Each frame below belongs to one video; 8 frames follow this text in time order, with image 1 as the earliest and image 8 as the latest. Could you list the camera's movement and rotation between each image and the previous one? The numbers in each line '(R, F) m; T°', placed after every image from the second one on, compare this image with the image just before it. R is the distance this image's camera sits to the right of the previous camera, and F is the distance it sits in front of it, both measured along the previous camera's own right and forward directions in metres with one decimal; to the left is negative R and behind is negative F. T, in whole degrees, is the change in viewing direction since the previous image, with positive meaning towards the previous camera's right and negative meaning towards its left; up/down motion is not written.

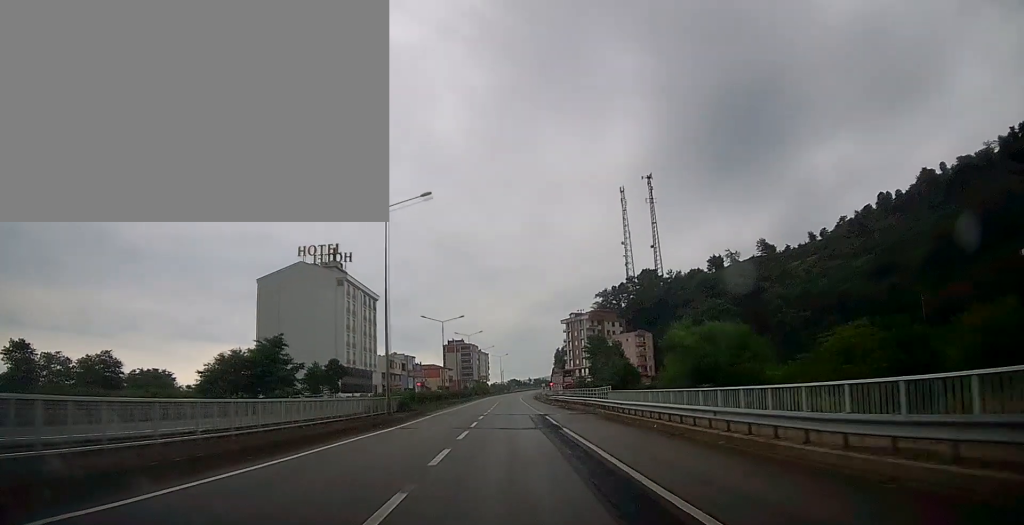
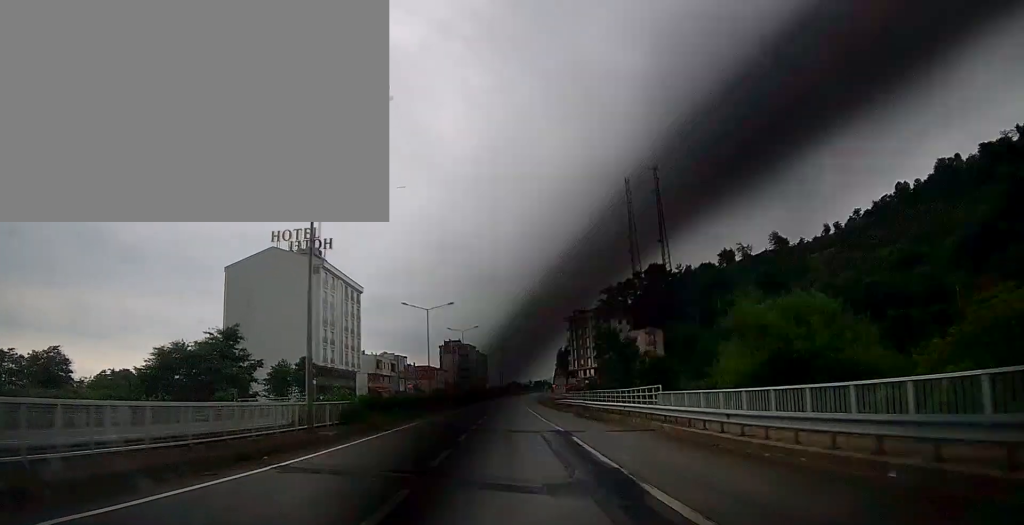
(+0.2, +12.8) m; 0°
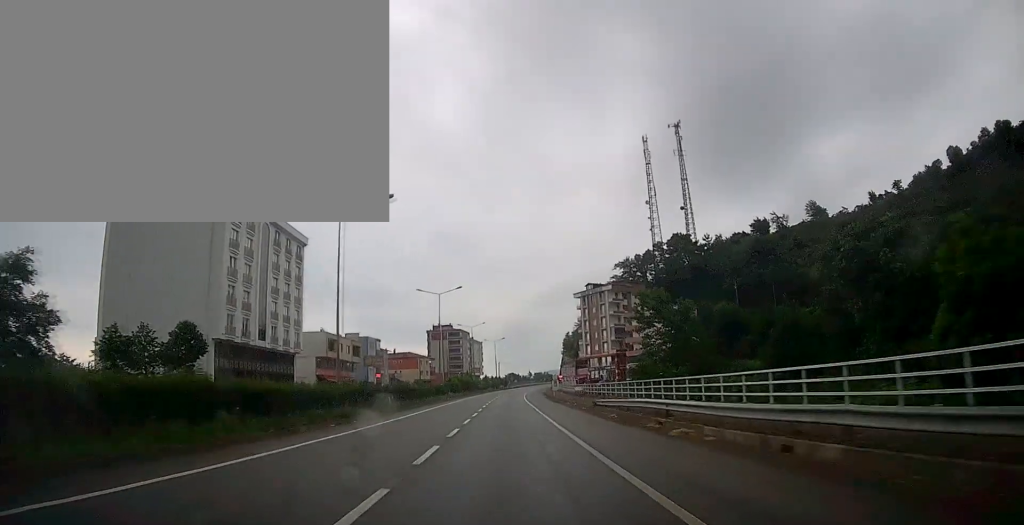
(+0.2, +31.2) m; 0°
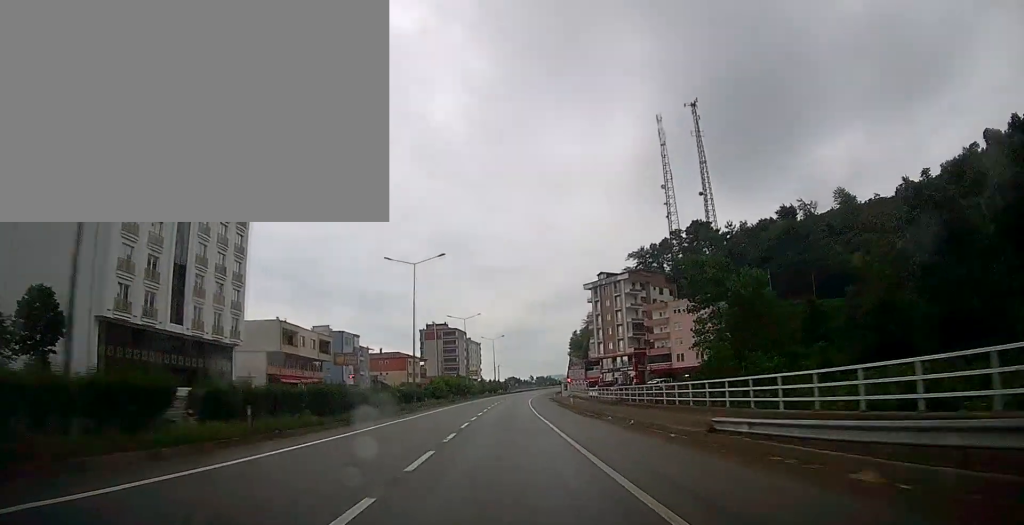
(-0.1, +18.6) m; 0°
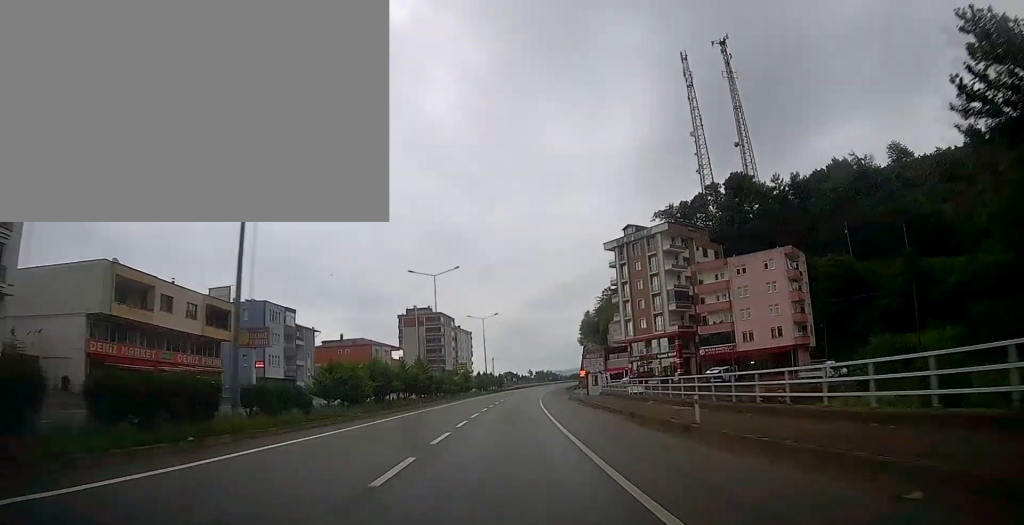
(+0.1, +32.4) m; 0°
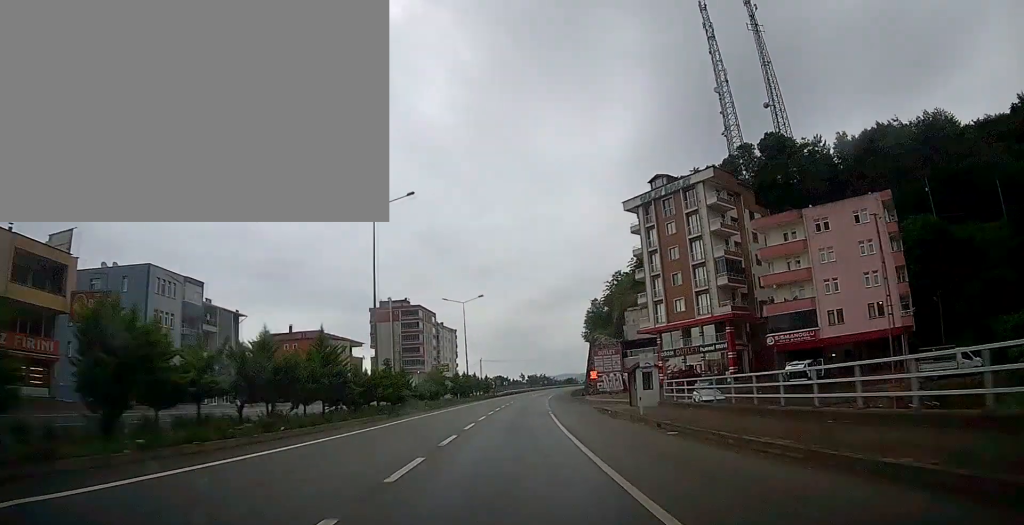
(+0.1, +23.7) m; +1°
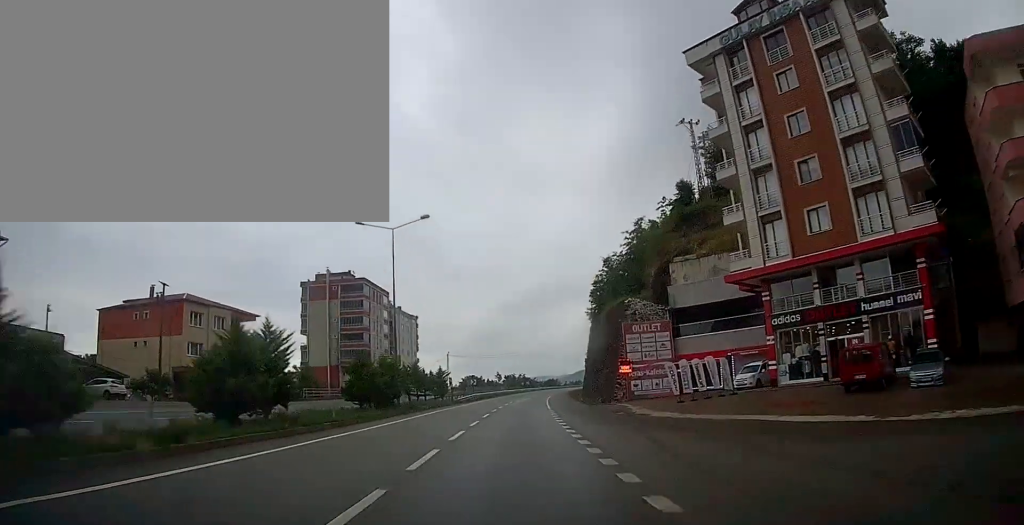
(+0.5, +34.8) m; +1°
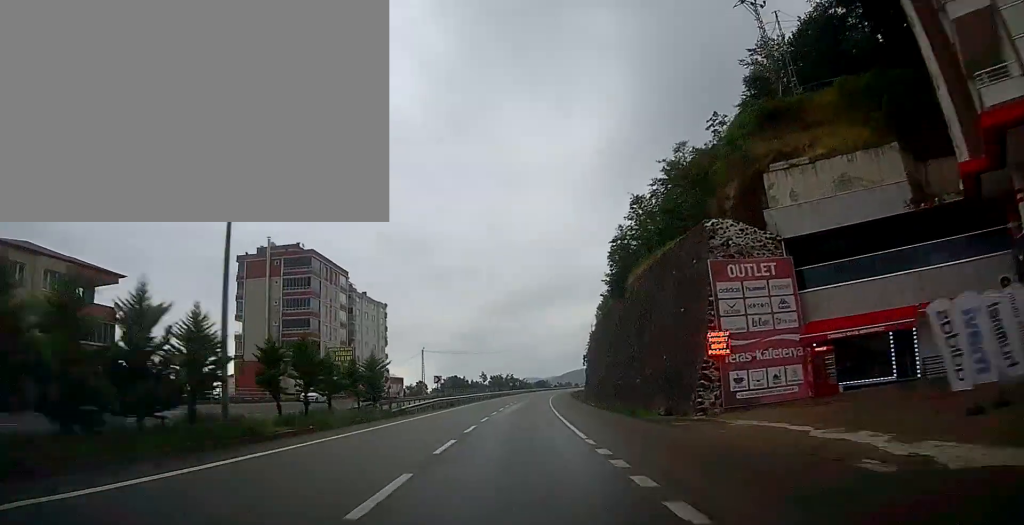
(+0.1, +22.9) m; +1°
